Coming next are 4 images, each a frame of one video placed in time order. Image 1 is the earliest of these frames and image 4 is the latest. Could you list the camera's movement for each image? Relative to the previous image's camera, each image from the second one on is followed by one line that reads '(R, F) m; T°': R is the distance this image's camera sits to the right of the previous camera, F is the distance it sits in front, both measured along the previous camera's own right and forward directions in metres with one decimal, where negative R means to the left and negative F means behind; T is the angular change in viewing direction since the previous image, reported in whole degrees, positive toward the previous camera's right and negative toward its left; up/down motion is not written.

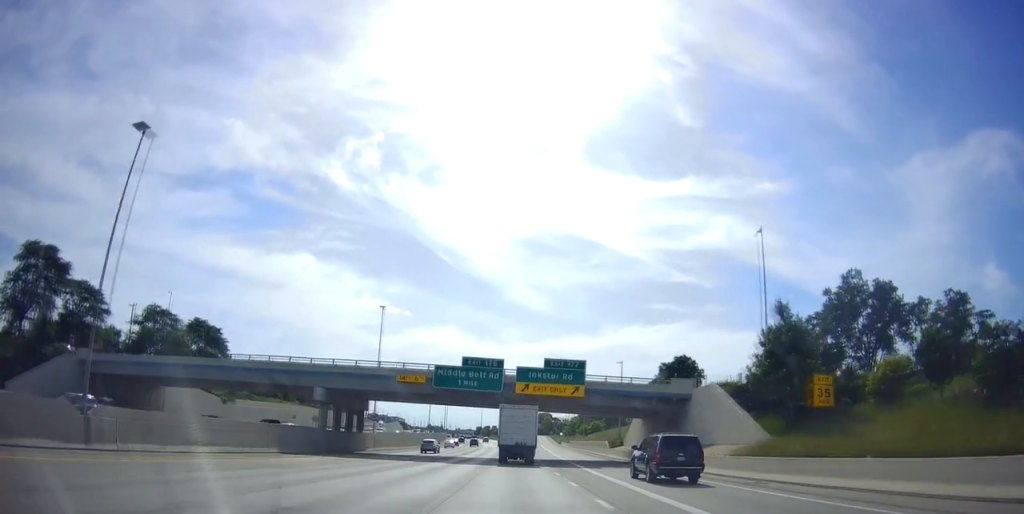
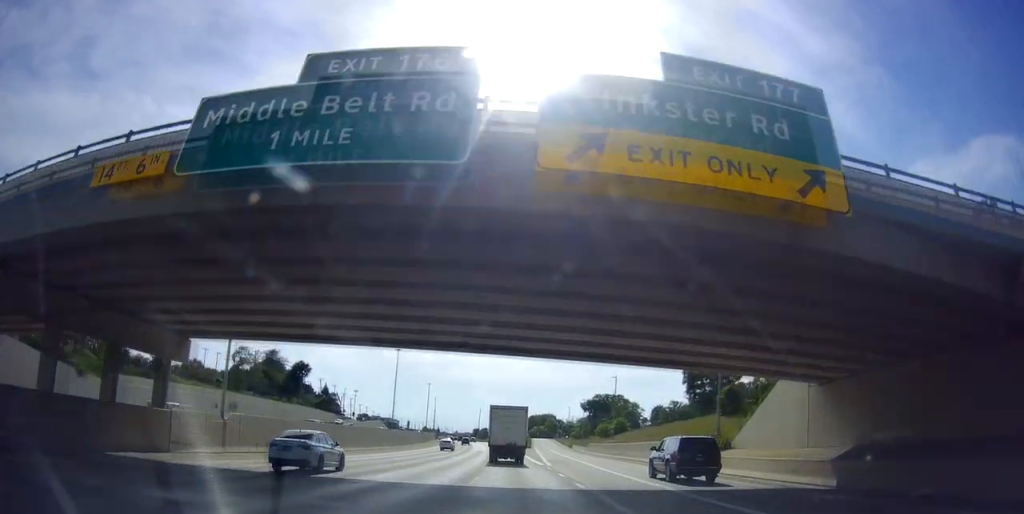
(-0.2, +38.1) m; -1°
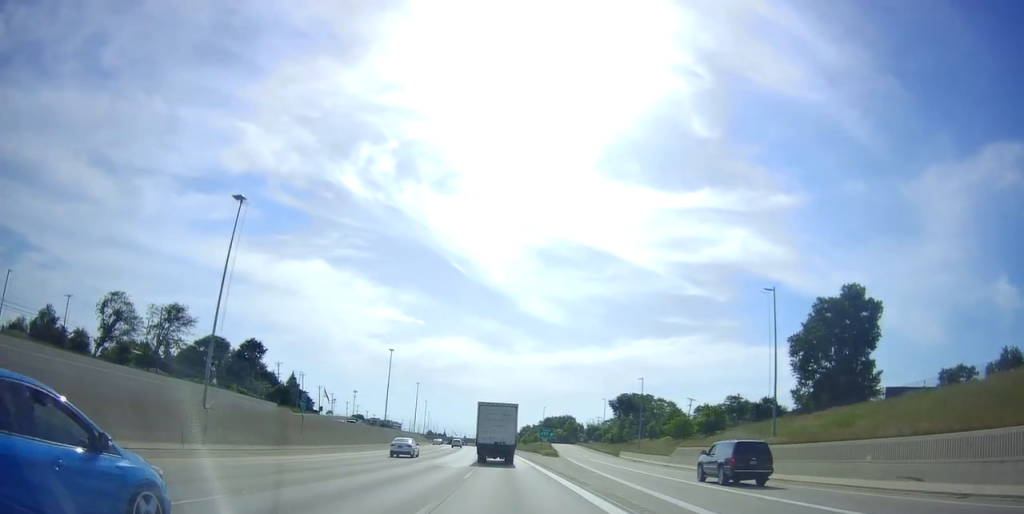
(0.0, +55.8) m; 0°
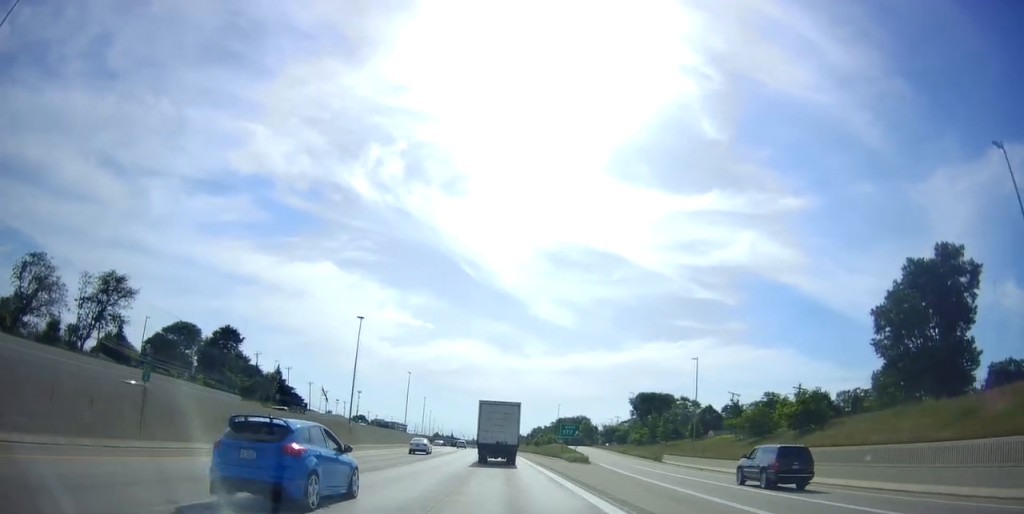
(0.0, +23.3) m; -1°
